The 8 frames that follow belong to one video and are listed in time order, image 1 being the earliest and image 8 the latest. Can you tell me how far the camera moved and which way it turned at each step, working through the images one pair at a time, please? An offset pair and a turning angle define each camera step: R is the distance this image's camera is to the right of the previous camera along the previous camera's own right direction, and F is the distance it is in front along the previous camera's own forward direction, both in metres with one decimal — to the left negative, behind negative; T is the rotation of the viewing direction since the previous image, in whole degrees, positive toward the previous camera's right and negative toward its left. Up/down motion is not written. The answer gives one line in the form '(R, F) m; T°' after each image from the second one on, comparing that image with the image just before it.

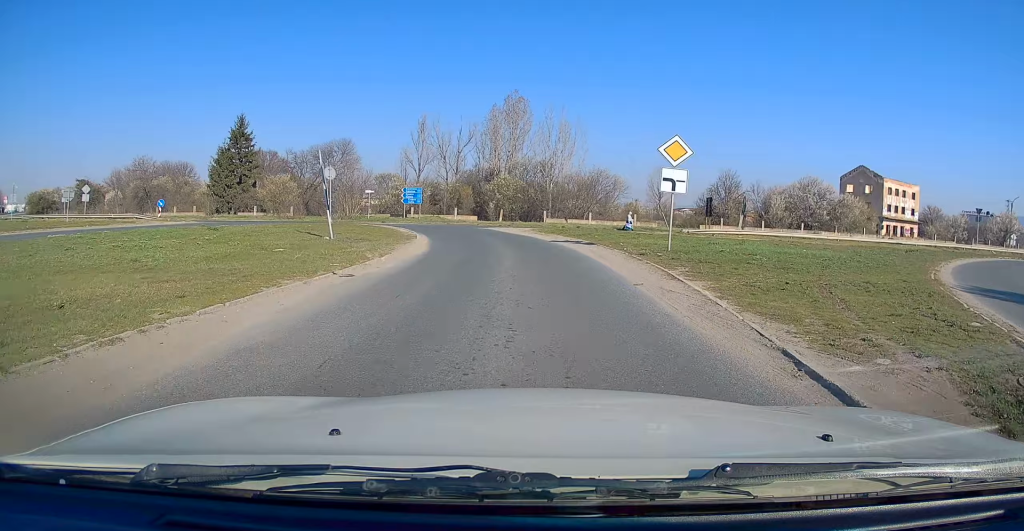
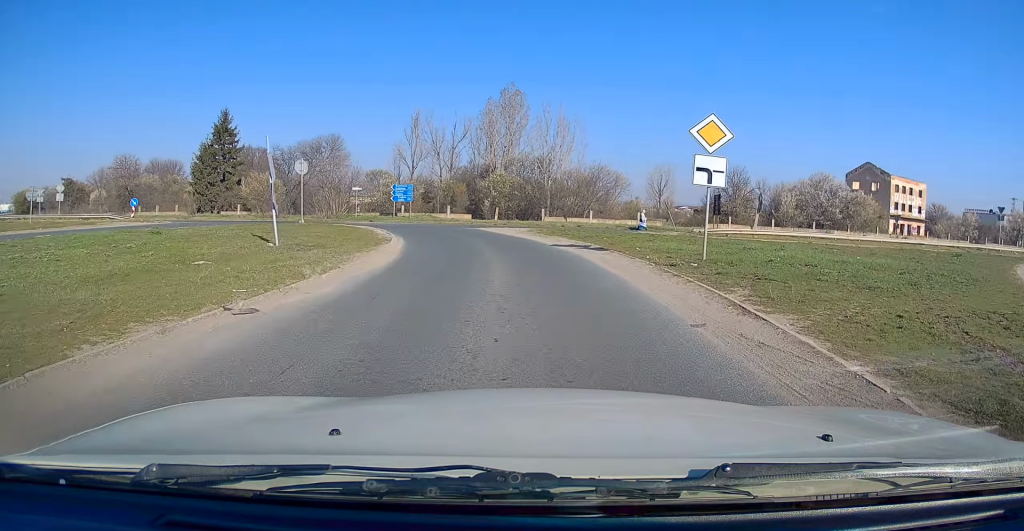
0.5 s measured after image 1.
(0.0, +3.6) m; 0°
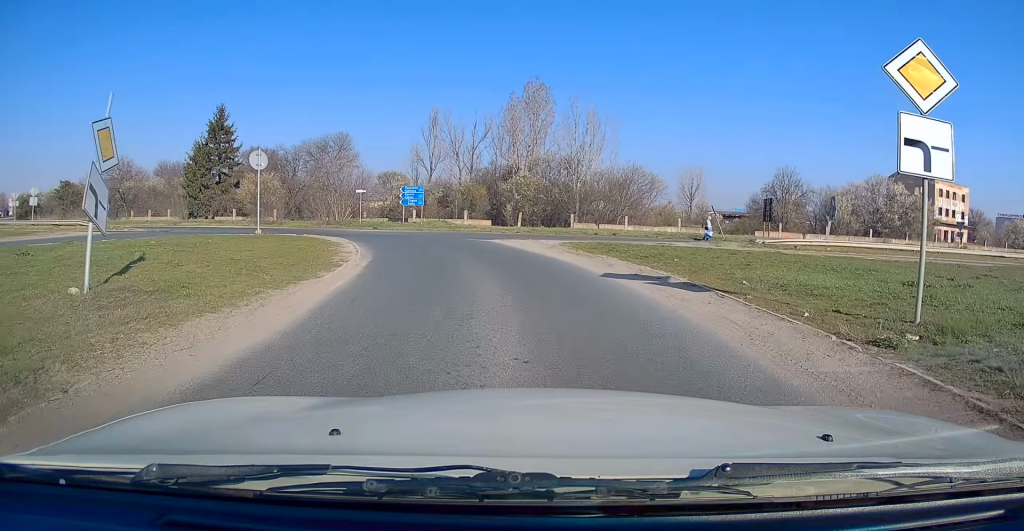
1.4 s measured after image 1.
(0.0, +7.0) m; -1°
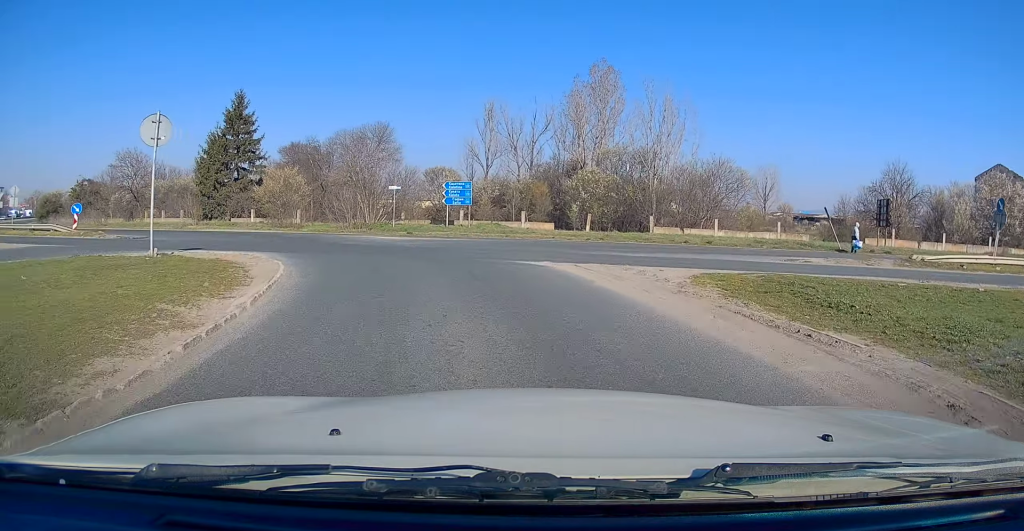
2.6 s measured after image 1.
(-0.1, +9.5) m; -4°
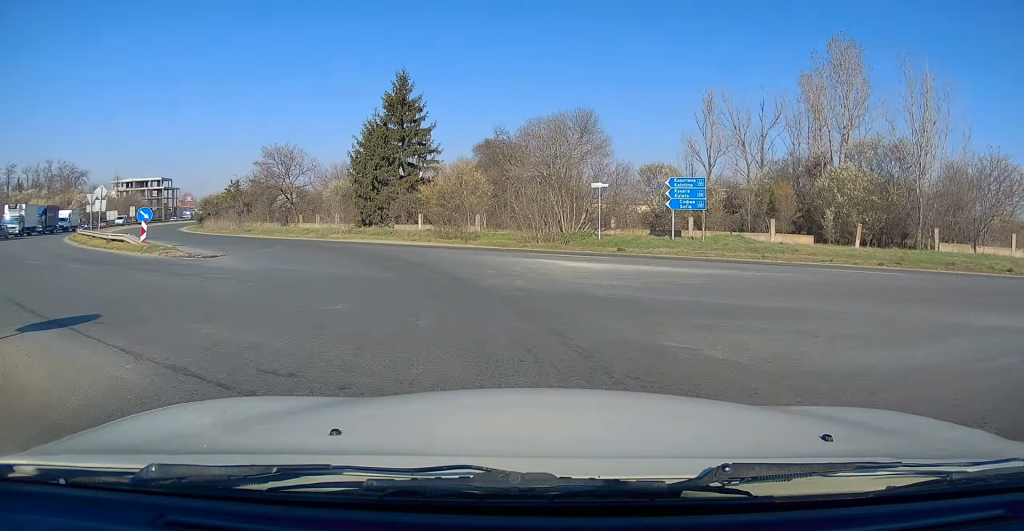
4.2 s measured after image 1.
(-1.3, +11.9) m; -16°
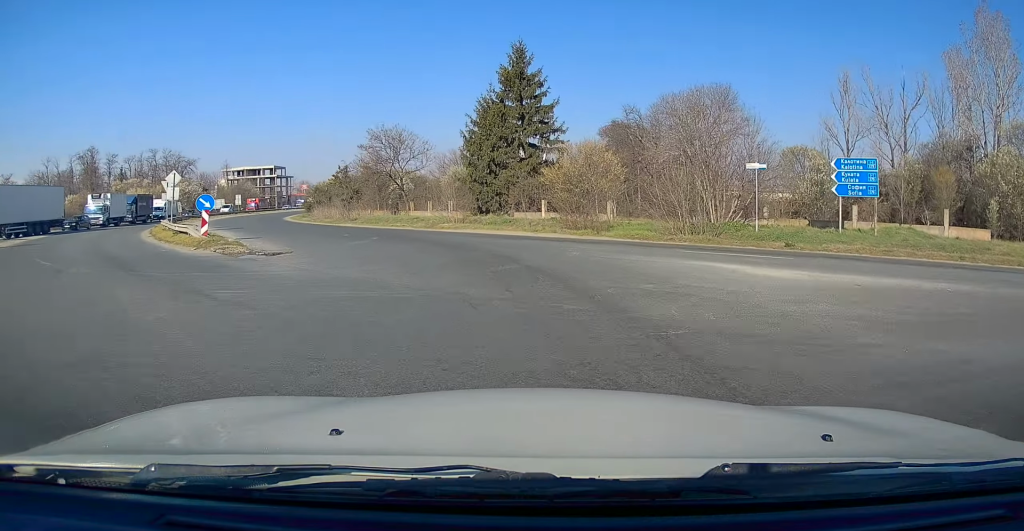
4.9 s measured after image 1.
(-0.3, +5.2) m; -8°
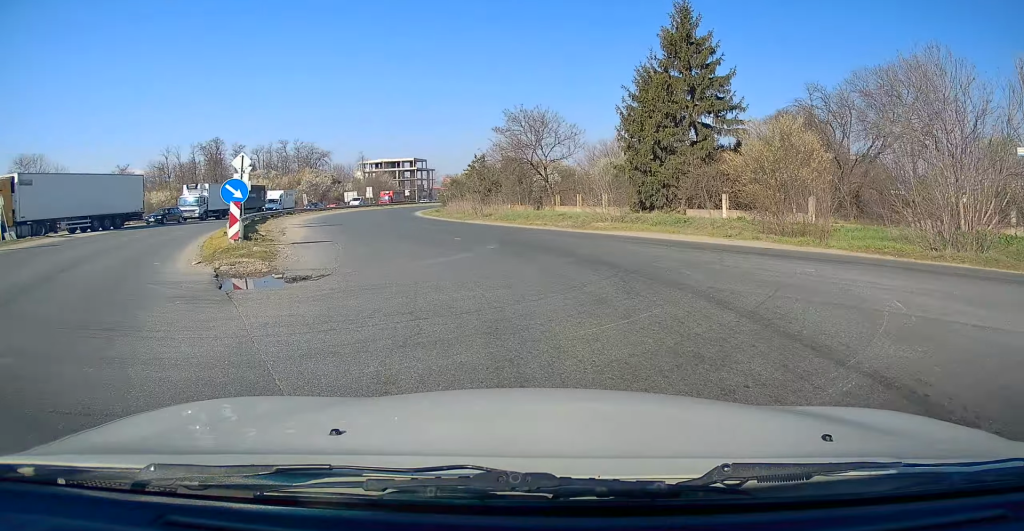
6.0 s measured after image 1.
(-1.0, +8.4) m; -19°
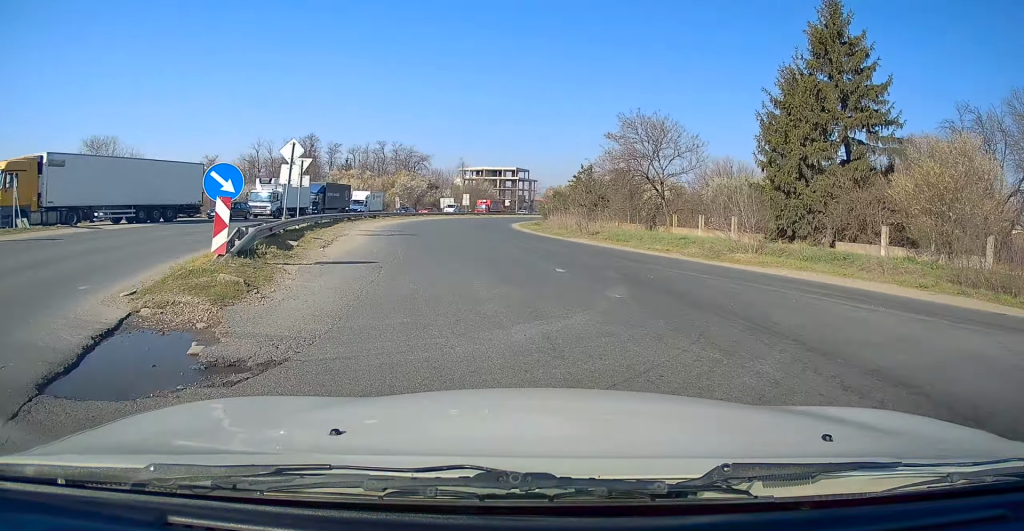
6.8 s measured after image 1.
(-1.0, +5.5) m; -10°
